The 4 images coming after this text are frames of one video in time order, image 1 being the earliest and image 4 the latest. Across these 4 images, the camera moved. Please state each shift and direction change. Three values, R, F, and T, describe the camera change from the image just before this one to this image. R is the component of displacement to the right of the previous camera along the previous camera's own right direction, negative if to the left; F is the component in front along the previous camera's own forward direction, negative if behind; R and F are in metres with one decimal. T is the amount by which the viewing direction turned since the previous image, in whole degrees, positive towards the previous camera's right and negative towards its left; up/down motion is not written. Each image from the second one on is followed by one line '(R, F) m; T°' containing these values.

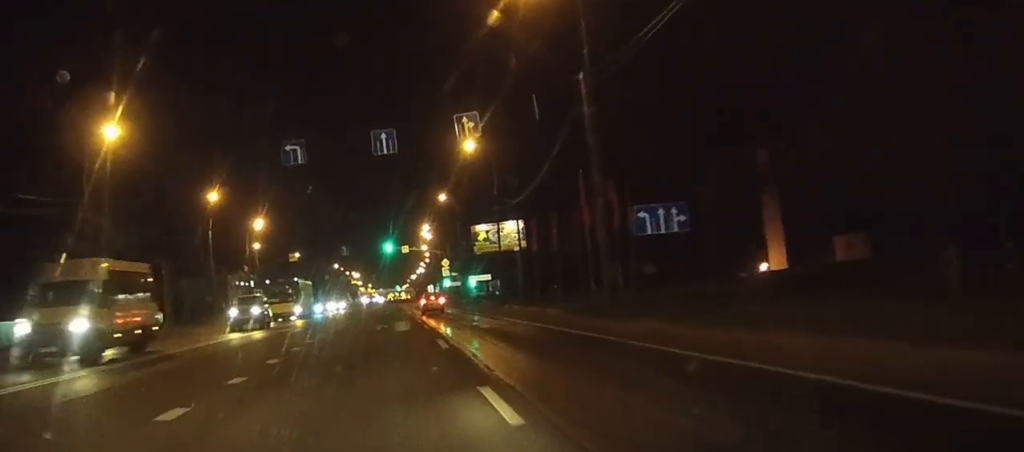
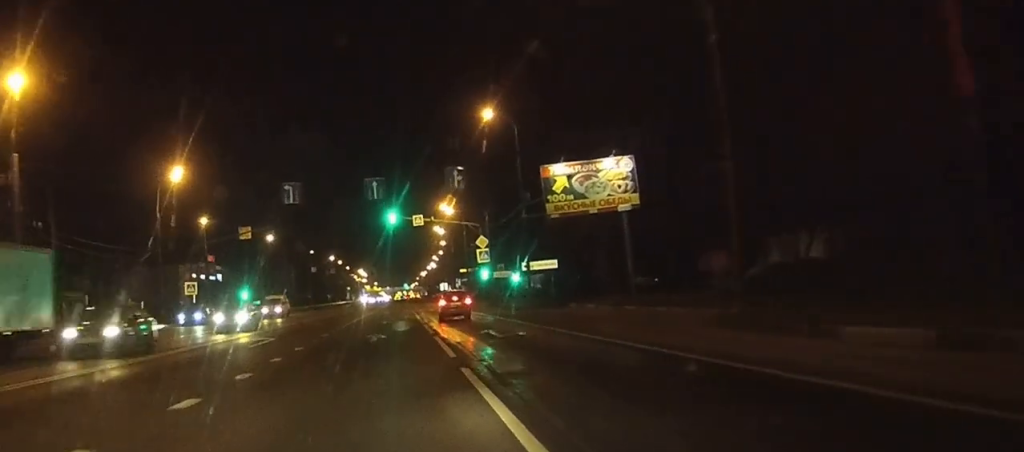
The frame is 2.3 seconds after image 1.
(-0.2, +45.7) m; 0°
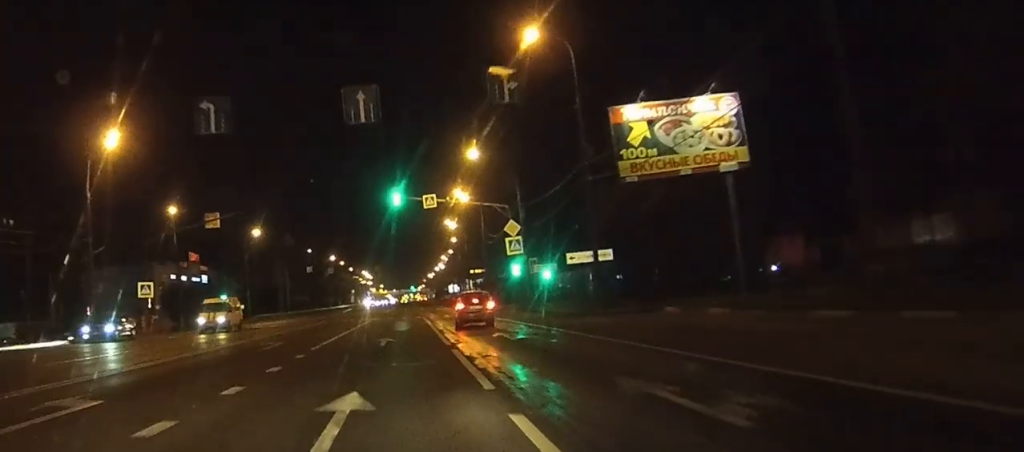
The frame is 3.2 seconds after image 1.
(-0.1, +17.2) m; 0°
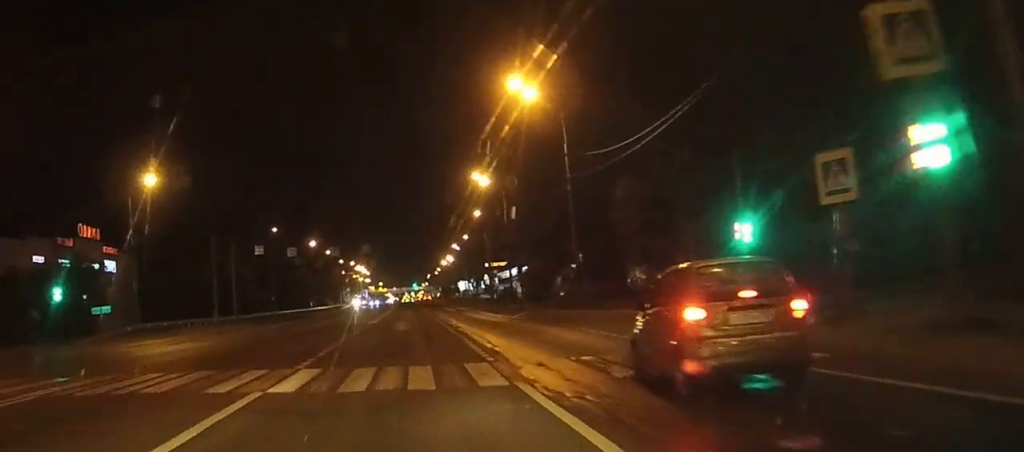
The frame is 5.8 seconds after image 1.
(+0.1, +48.8) m; 0°
